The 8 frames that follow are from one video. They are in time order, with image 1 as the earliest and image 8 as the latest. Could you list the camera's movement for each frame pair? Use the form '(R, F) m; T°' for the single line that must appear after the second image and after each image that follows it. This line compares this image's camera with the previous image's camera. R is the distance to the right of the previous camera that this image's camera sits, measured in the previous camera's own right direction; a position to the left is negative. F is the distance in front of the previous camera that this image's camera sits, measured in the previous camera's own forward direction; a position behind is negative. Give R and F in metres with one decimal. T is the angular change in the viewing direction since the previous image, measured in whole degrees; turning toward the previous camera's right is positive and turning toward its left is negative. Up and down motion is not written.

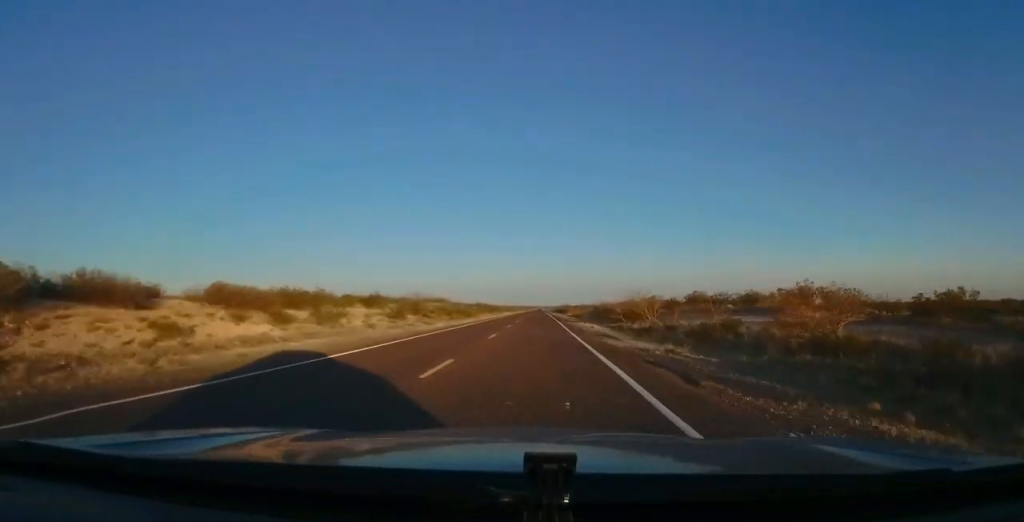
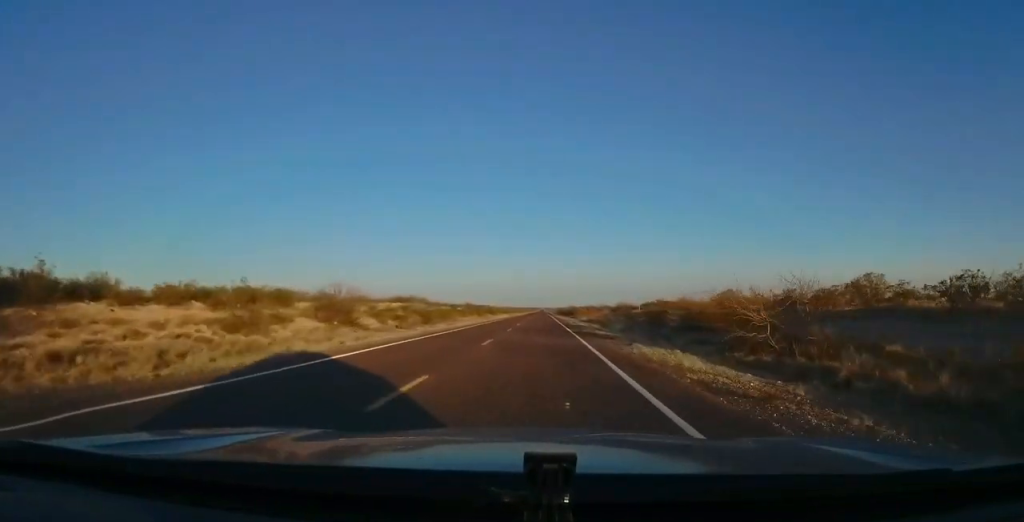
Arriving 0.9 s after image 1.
(-0.5, +27.4) m; 0°
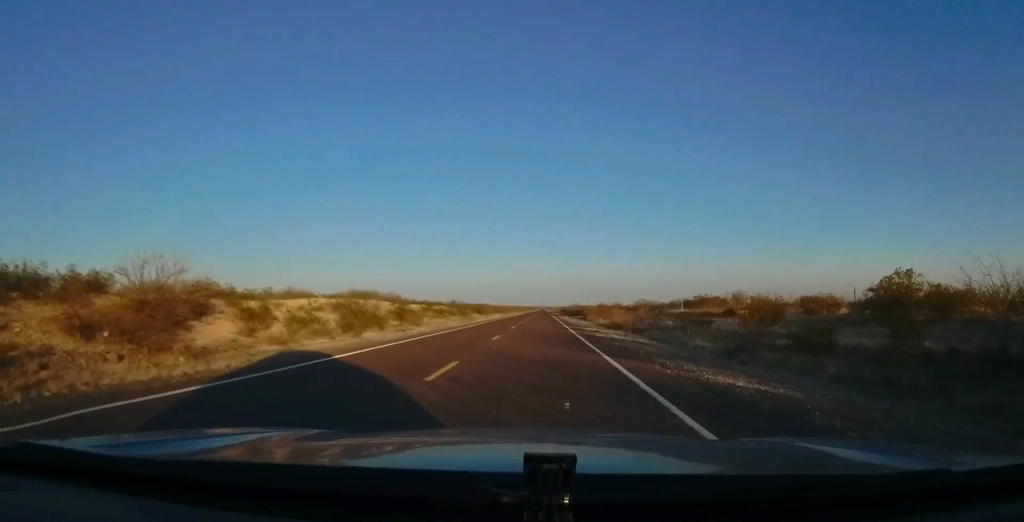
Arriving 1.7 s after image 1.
(+0.4, +21.5) m; 0°
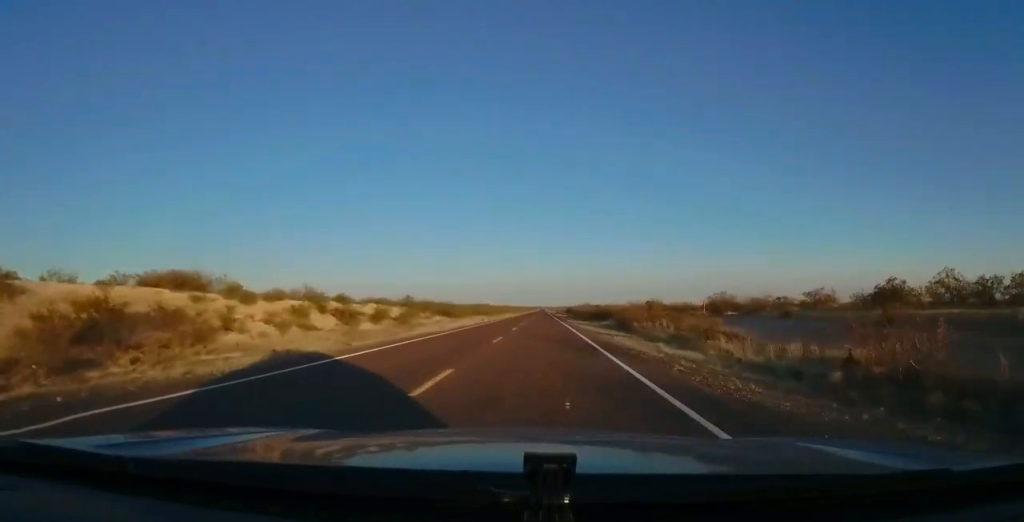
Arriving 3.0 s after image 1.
(-0.5, +38.1) m; 0°
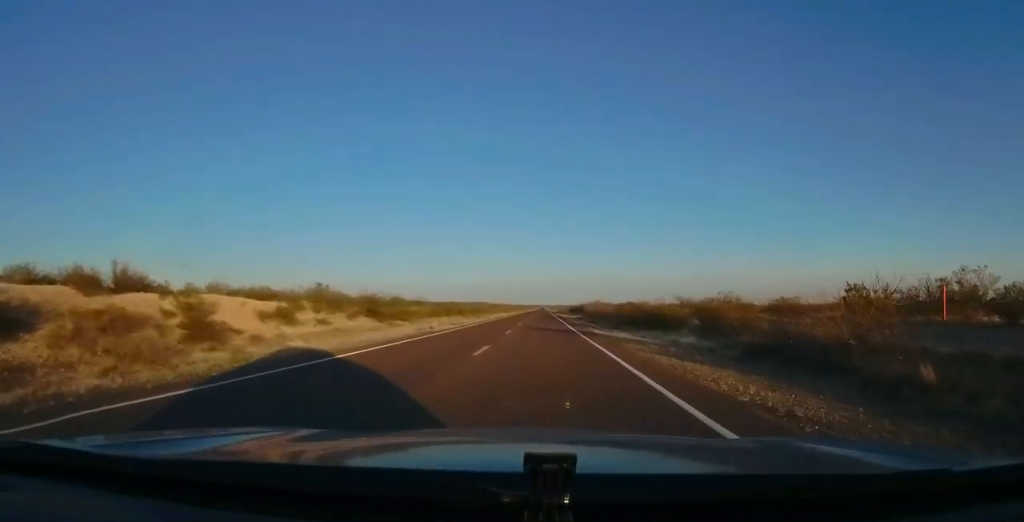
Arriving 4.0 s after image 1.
(+0.5, +30.3) m; 0°
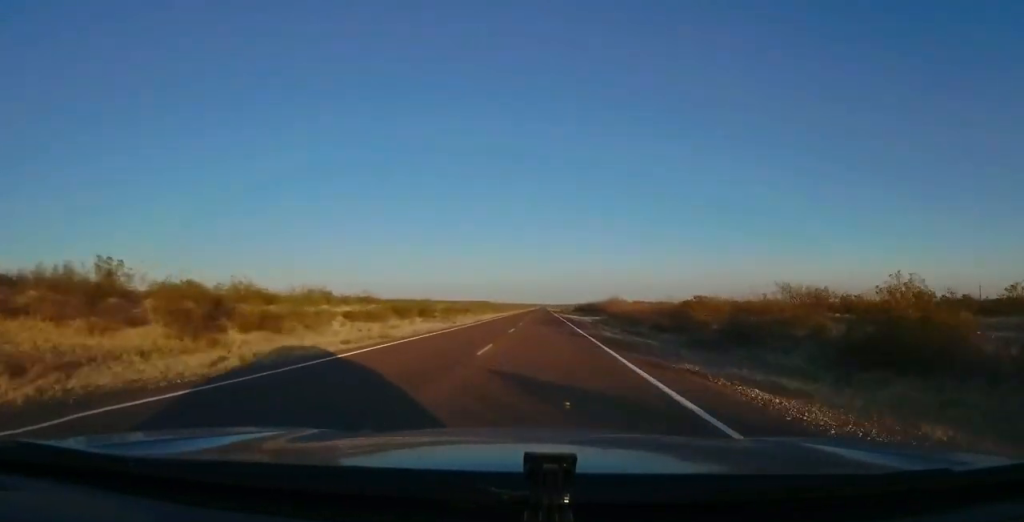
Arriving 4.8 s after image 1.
(-0.3, +24.4) m; 0°
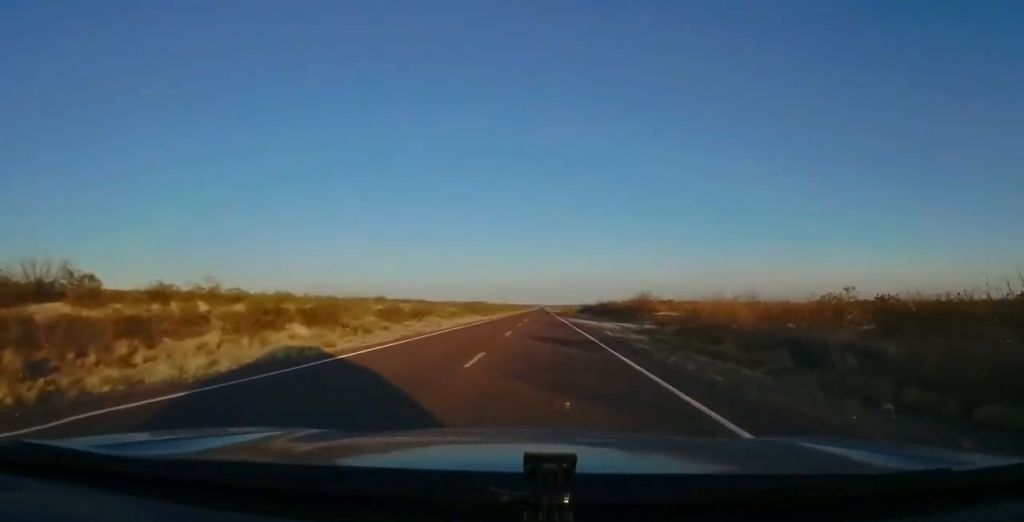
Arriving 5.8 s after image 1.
(+0.2, +27.4) m; 0°
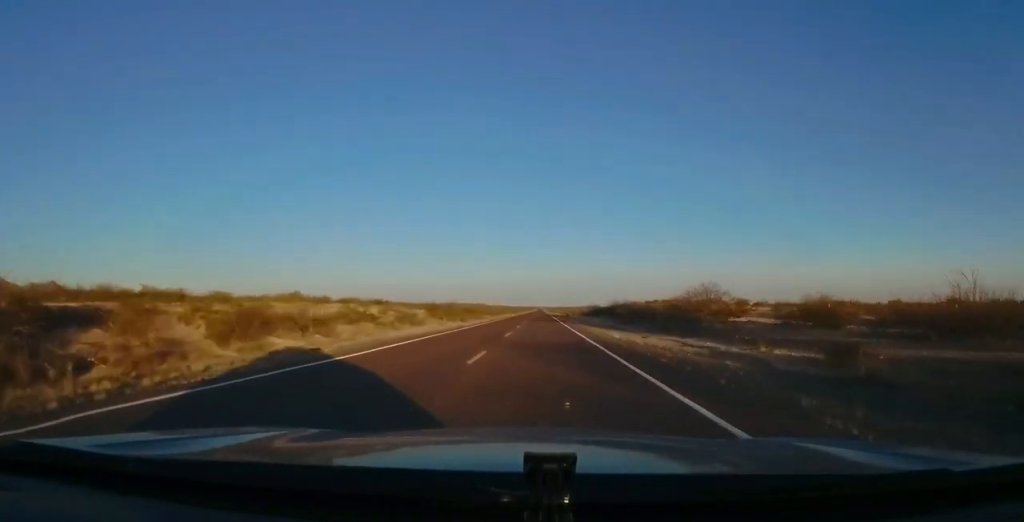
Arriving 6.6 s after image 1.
(-0.2, +23.5) m; 0°
